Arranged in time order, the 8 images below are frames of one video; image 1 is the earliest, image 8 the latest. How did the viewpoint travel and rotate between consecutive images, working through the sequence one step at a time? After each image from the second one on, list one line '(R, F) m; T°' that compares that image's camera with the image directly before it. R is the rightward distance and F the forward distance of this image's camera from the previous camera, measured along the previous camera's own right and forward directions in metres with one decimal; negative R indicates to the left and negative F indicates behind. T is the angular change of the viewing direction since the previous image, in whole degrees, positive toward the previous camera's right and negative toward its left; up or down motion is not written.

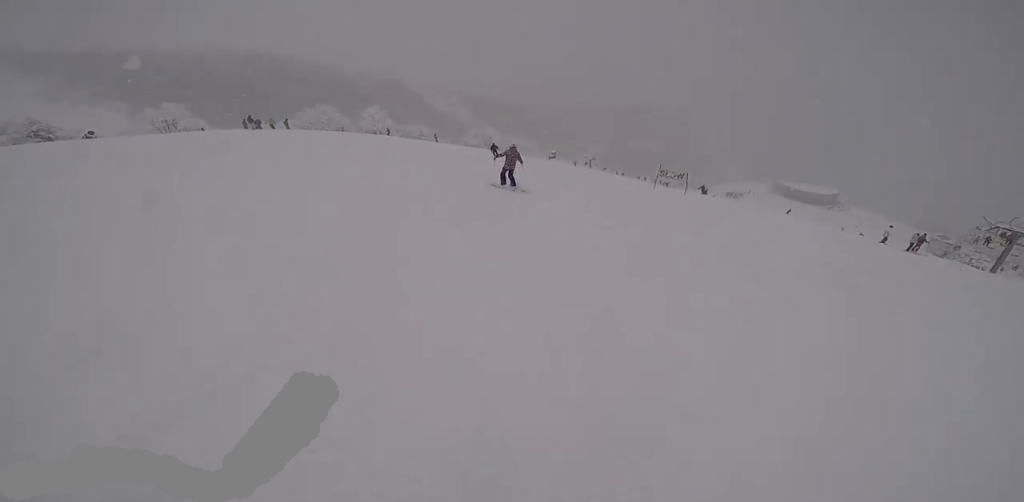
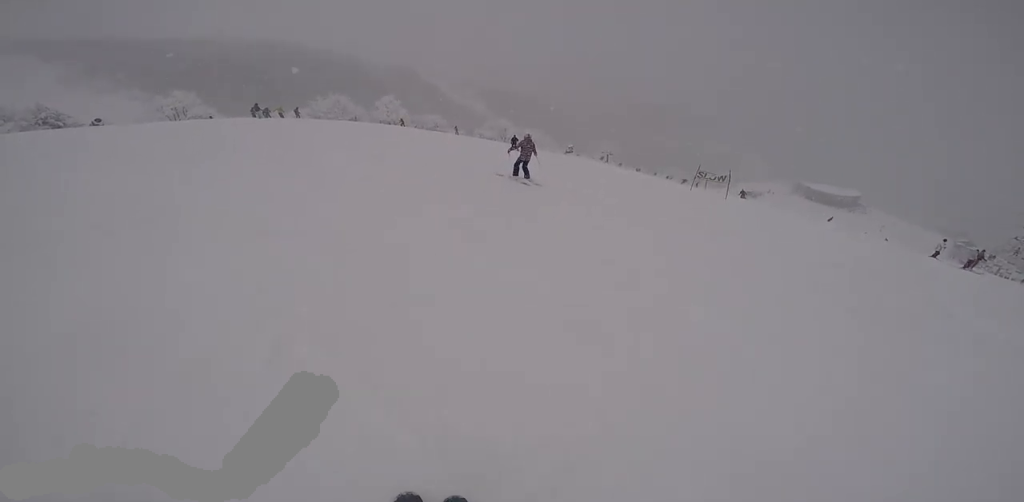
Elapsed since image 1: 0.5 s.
(-0.3, +2.0) m; +4°
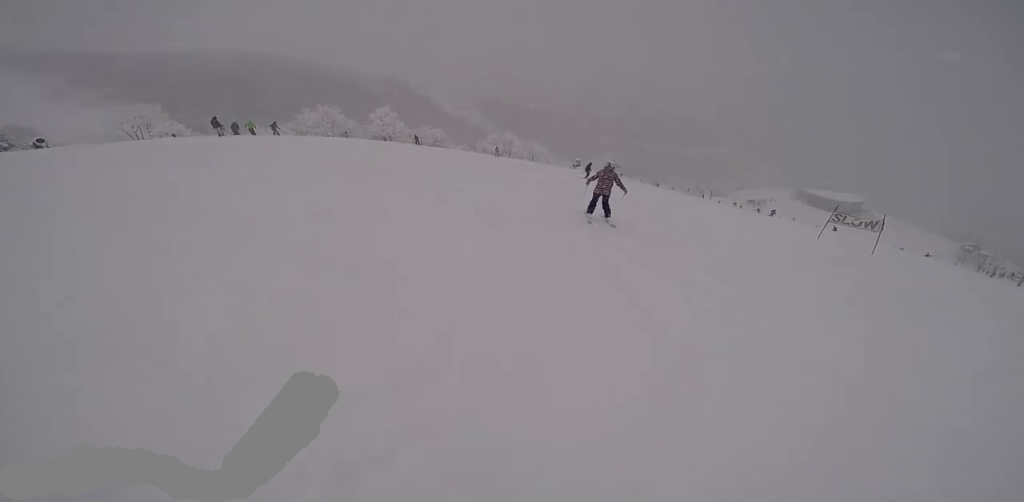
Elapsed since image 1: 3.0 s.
(0.0, +8.5) m; -13°
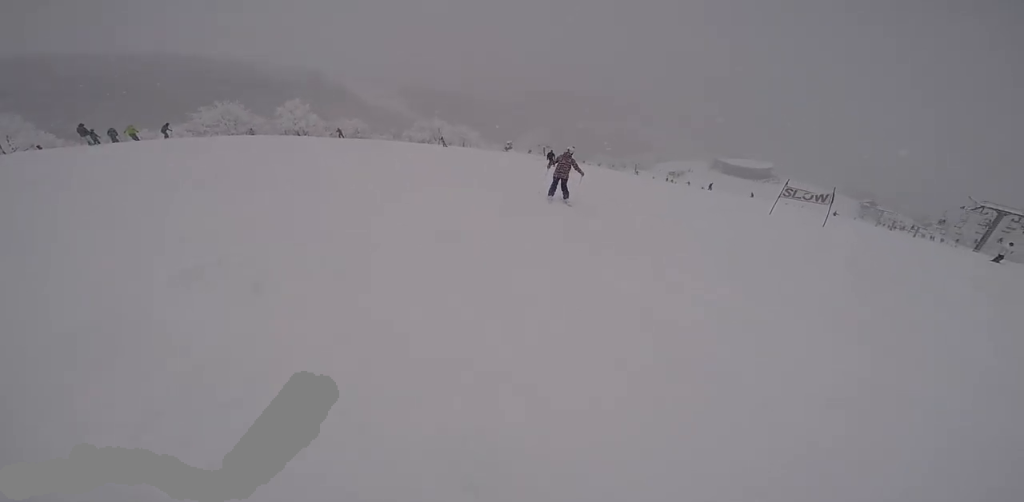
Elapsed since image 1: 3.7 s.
(0.0, +2.7) m; +12°
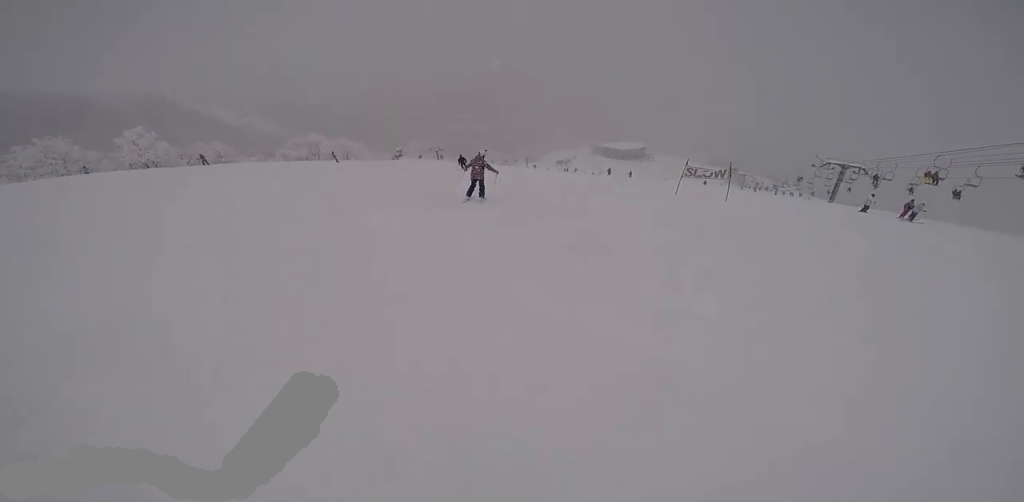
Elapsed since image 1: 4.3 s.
(+0.3, +2.1) m; +12°
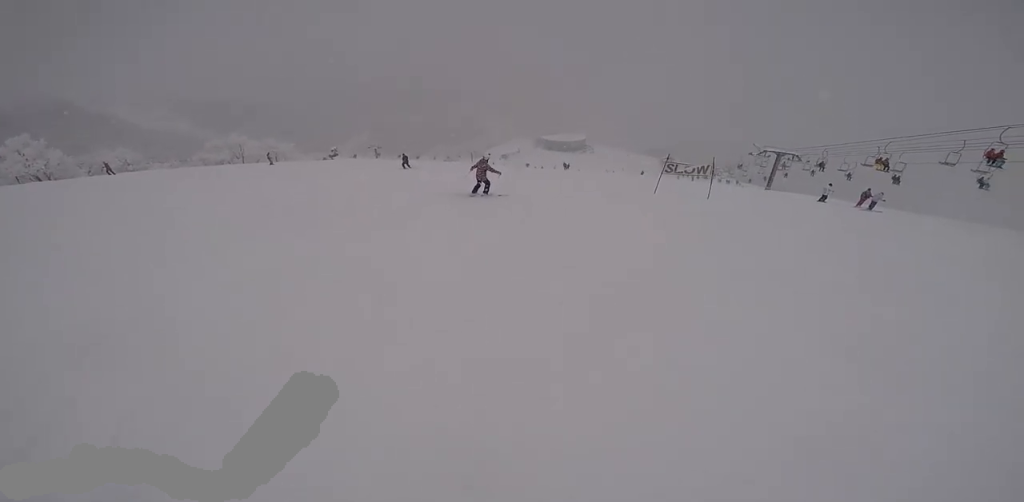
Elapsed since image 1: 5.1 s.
(+0.5, +2.8) m; +18°
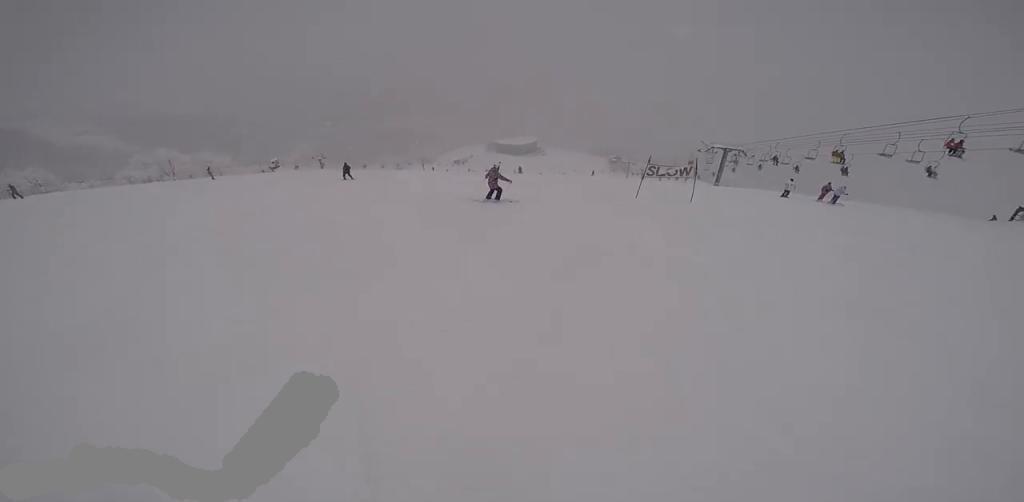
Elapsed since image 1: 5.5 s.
(+0.2, +1.8) m; +9°
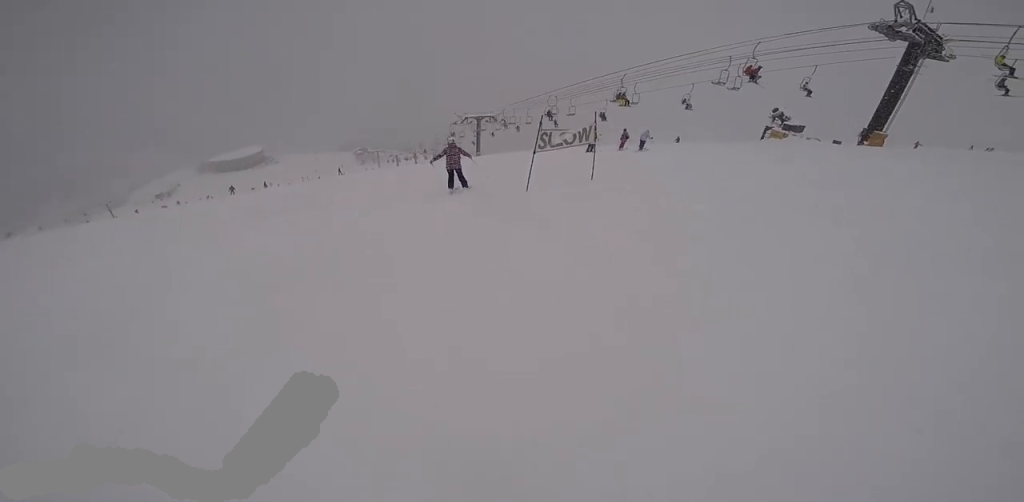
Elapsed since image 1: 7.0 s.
(+1.4, +6.3) m; +18°
